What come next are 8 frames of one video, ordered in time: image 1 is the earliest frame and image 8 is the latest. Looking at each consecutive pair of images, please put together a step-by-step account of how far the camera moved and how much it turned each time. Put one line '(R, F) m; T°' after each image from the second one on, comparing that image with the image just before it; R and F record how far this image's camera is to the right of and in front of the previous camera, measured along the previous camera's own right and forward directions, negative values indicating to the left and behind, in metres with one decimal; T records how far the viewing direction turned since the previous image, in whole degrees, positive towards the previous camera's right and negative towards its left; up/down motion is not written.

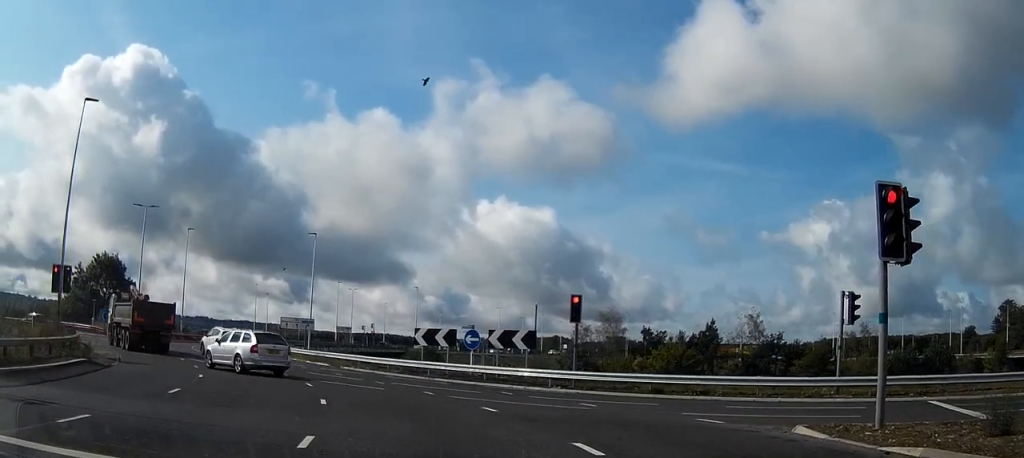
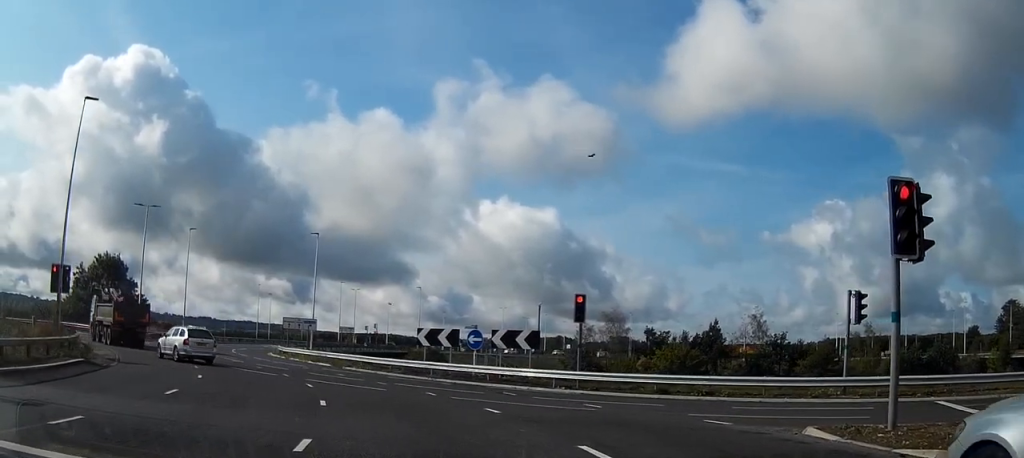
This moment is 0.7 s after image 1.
(0.0, +0.3) m; 0°
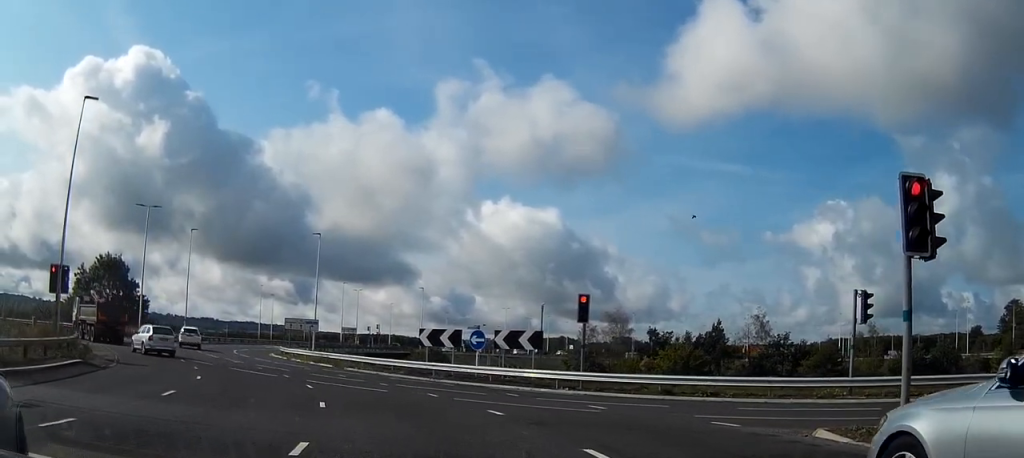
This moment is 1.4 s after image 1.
(0.0, +0.3) m; 0°
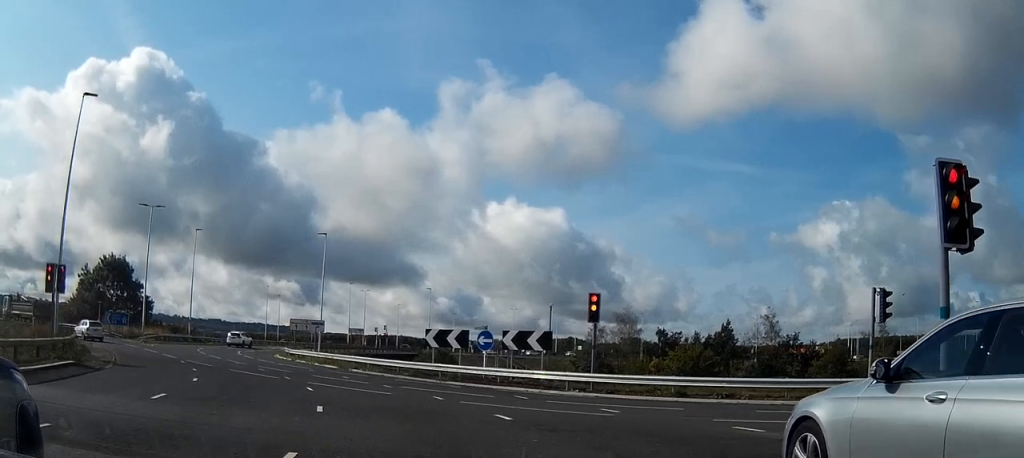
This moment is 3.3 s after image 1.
(-0.2, +0.9) m; 0°
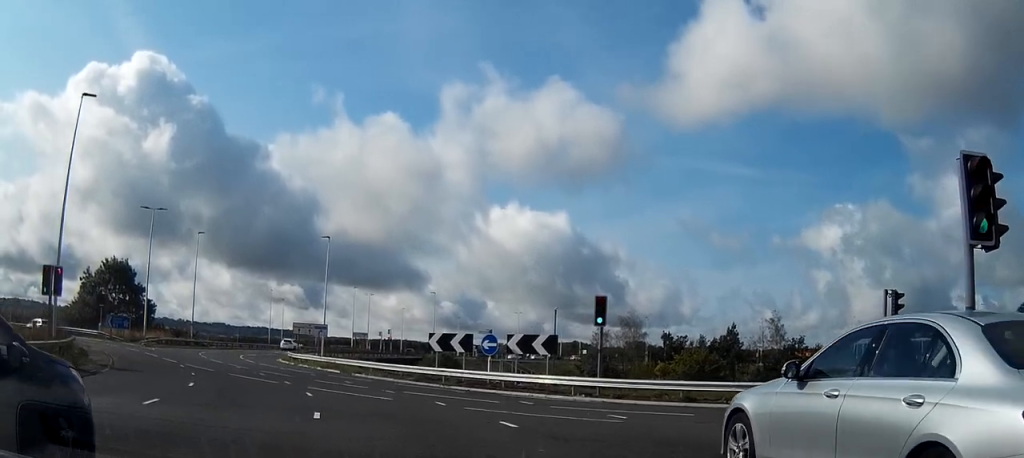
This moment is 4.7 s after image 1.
(-0.1, +1.3) m; -2°
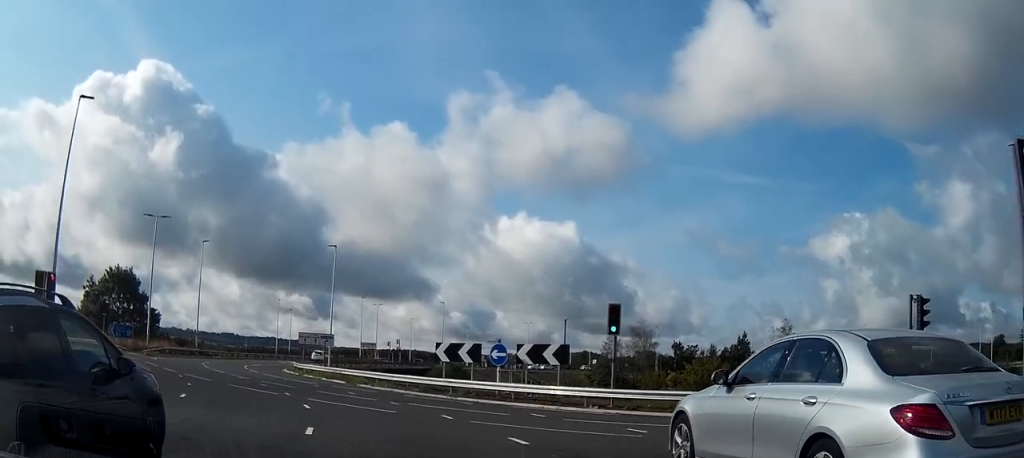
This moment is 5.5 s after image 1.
(0.0, +1.7) m; -5°
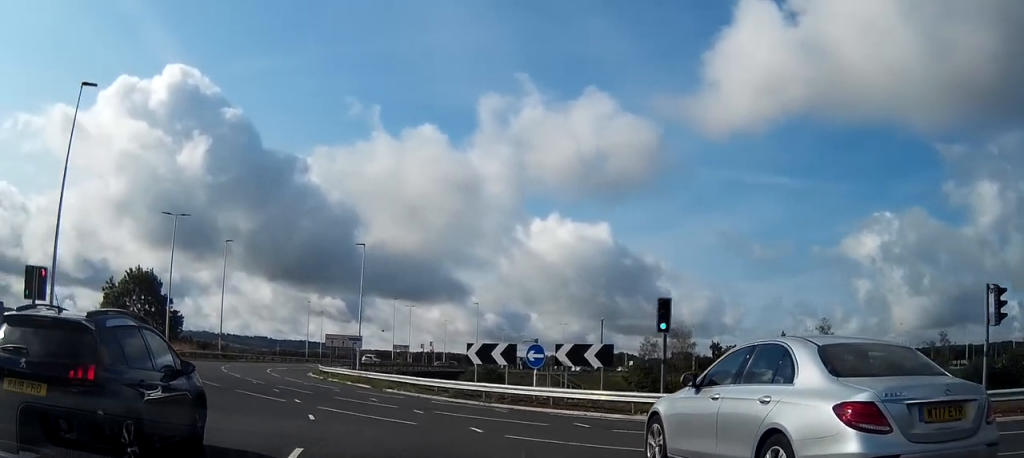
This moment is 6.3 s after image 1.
(-0.1, +3.3) m; -6°
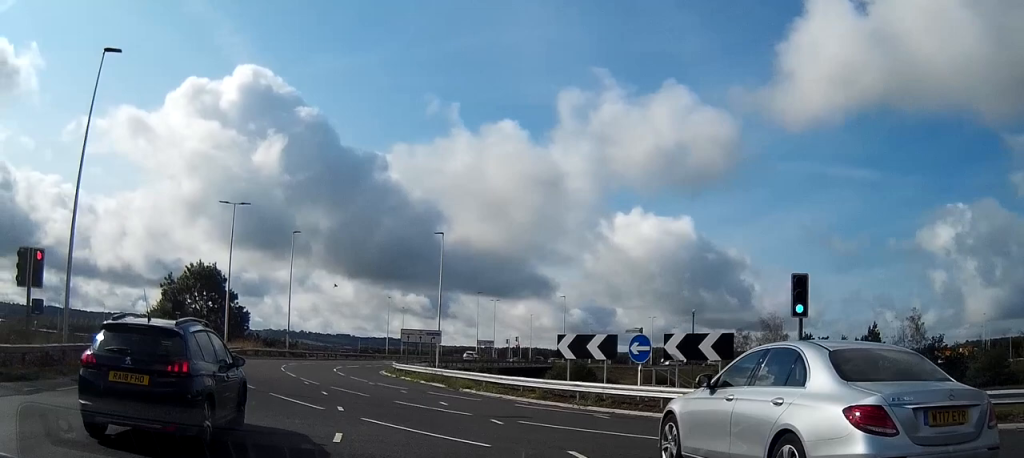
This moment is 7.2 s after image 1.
(-0.4, +5.1) m; -7°
